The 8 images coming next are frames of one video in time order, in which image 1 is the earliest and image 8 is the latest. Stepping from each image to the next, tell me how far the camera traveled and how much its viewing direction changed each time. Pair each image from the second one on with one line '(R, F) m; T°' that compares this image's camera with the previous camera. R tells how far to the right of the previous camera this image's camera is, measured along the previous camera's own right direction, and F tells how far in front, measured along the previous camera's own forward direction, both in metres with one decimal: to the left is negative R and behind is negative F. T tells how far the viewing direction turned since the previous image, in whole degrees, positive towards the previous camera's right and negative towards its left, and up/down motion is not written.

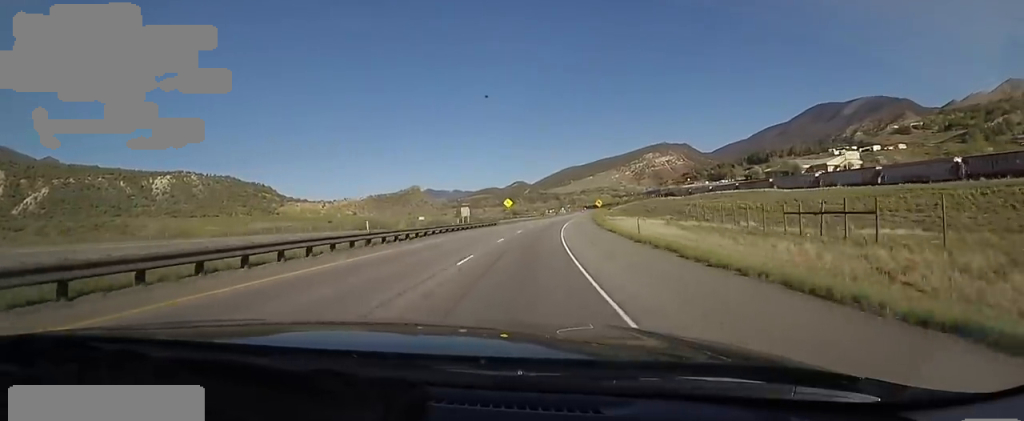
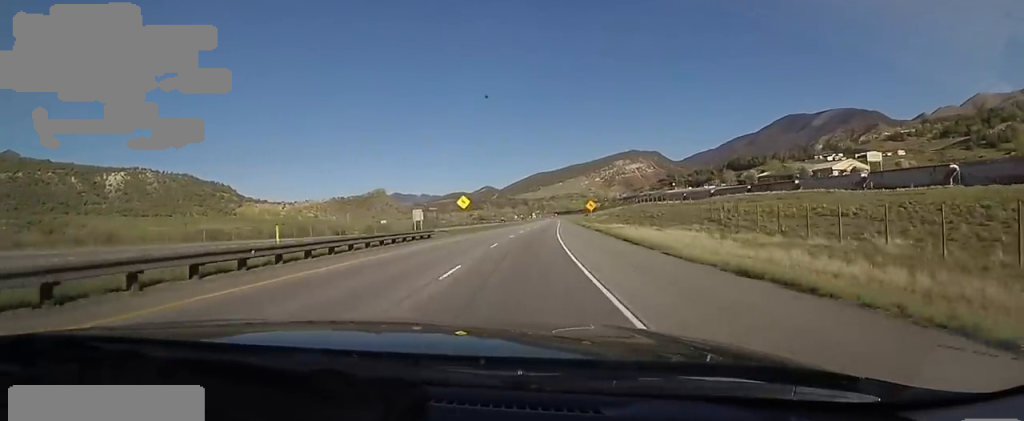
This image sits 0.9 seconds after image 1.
(+0.6, +27.3) m; +3°
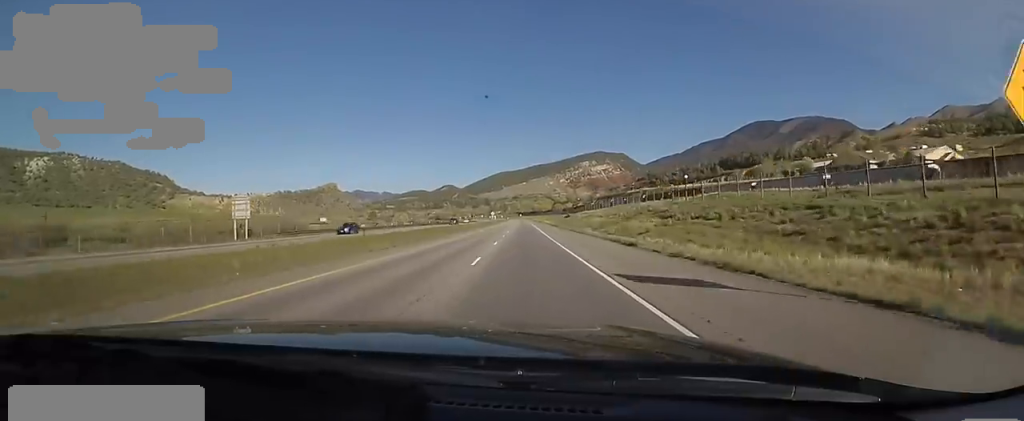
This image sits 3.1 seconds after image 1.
(+6.5, +66.7) m; +8°
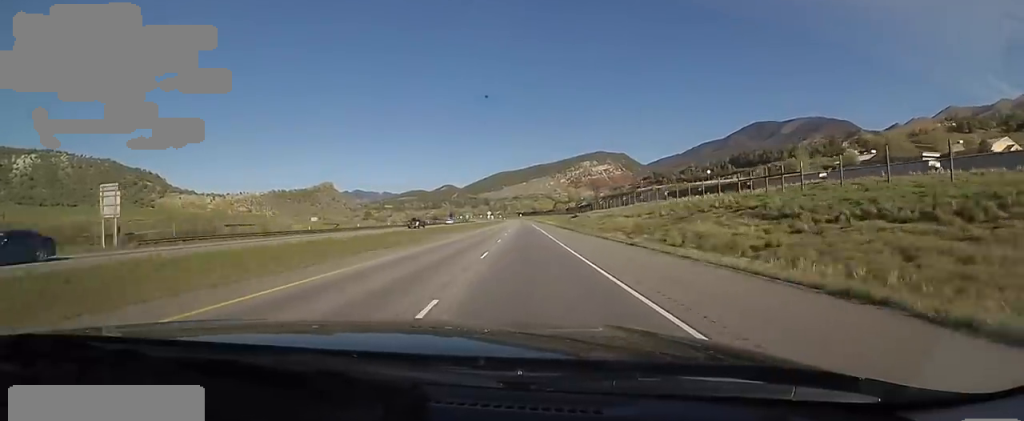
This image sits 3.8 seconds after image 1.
(-0.2, +21.5) m; -2°
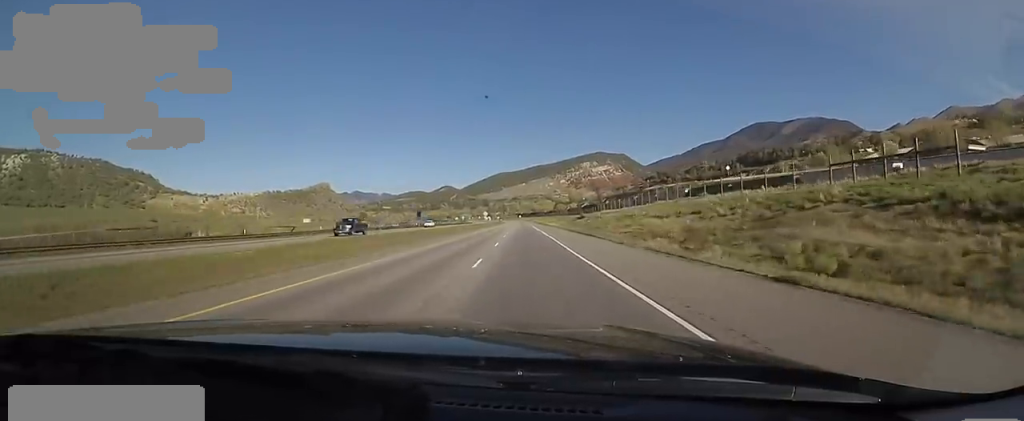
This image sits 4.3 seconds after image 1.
(-0.3, +15.3) m; 0°
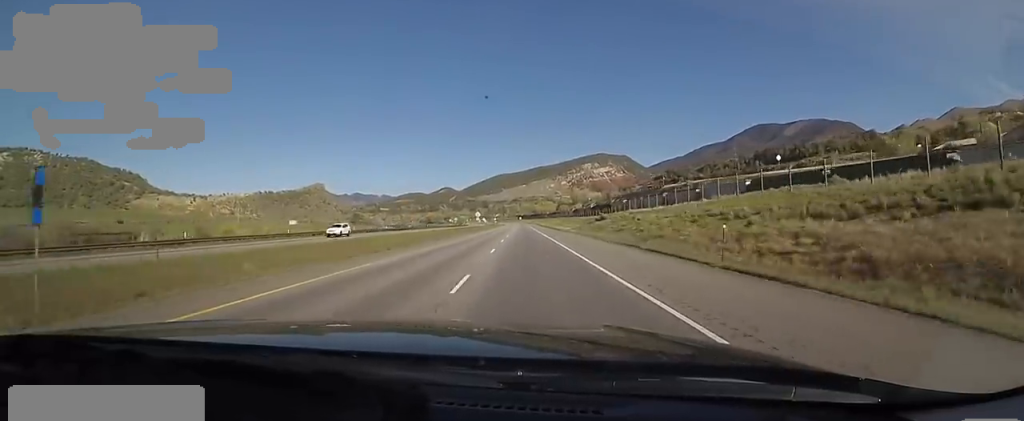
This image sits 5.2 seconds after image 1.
(-0.1, +28.5) m; +1°
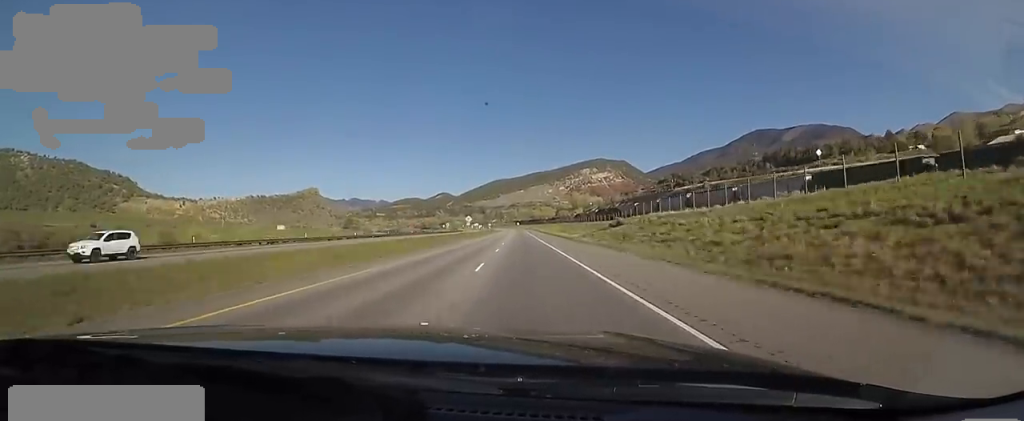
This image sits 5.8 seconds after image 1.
(+0.6, +17.3) m; +1°
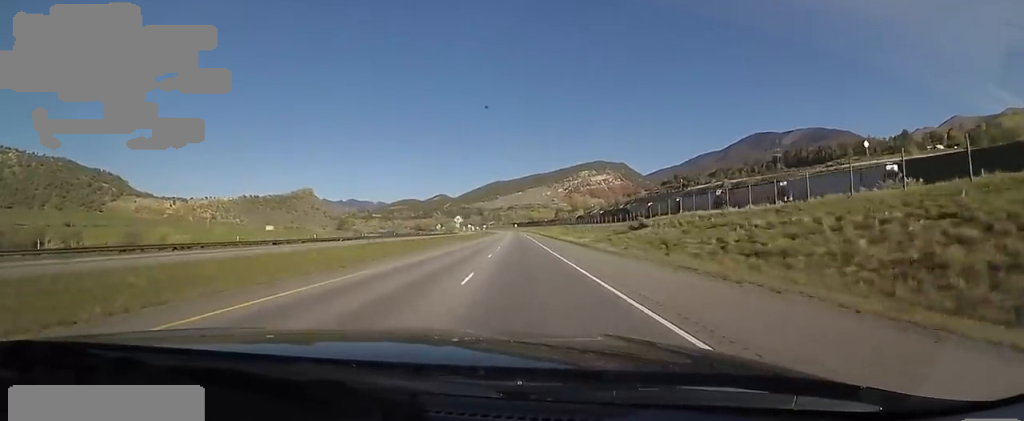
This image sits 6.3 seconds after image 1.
(0.0, +15.3) m; -1°
